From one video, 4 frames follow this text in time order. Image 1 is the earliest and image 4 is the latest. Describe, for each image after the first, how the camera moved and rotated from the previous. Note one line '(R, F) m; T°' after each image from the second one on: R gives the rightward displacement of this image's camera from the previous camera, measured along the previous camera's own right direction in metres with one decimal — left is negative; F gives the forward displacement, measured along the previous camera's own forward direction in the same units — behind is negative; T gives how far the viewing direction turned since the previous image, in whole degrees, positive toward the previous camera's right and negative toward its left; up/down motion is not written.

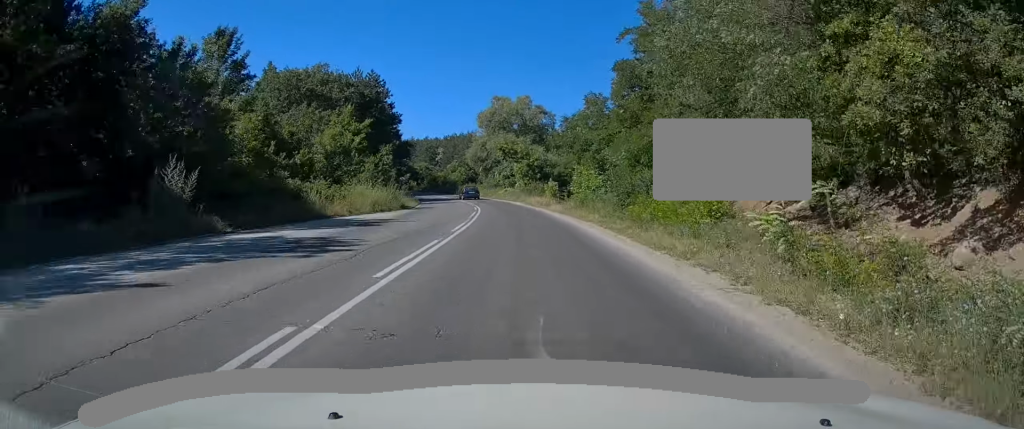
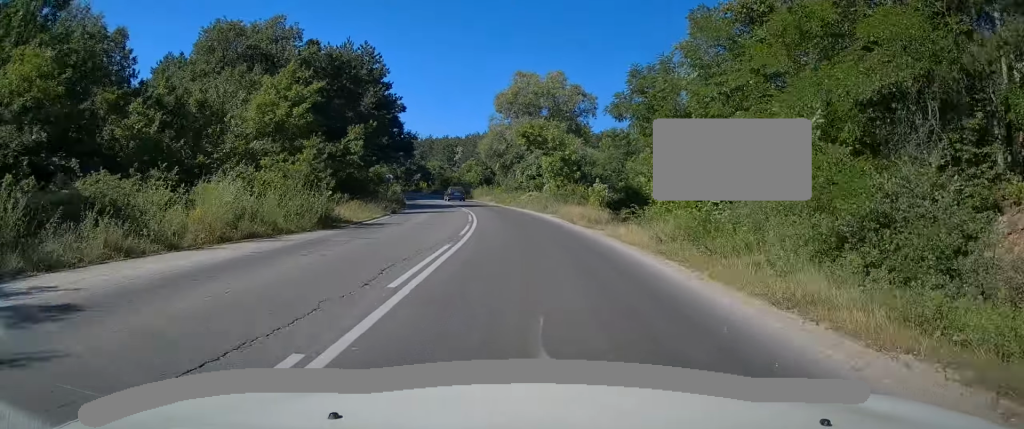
(-0.8, +18.6) m; -3°
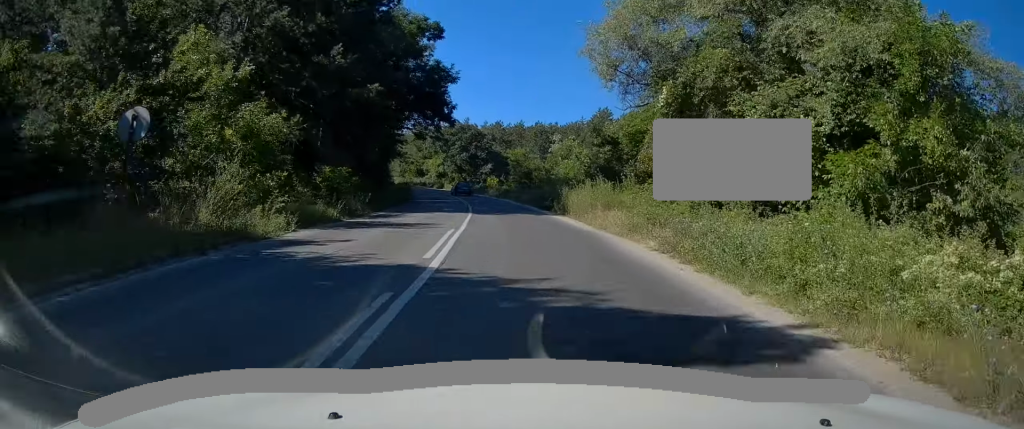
(-1.5, +43.0) m; -7°
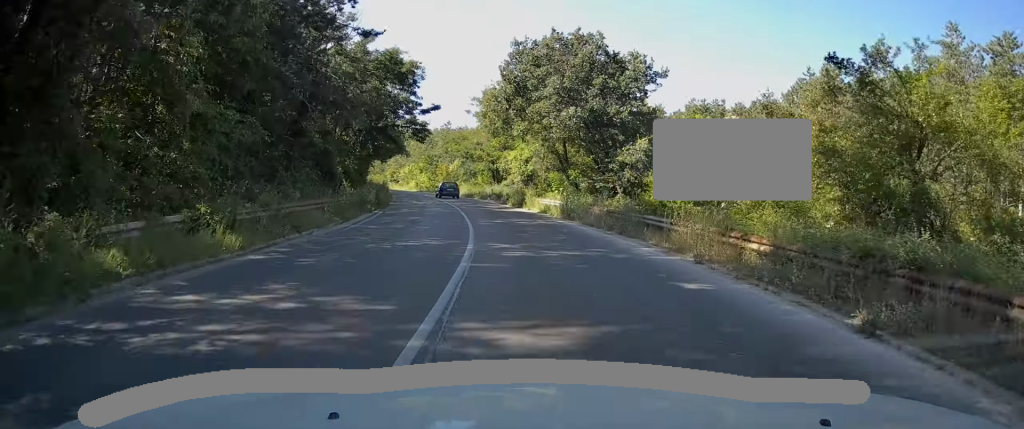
(-5.2, +49.6) m; -12°
